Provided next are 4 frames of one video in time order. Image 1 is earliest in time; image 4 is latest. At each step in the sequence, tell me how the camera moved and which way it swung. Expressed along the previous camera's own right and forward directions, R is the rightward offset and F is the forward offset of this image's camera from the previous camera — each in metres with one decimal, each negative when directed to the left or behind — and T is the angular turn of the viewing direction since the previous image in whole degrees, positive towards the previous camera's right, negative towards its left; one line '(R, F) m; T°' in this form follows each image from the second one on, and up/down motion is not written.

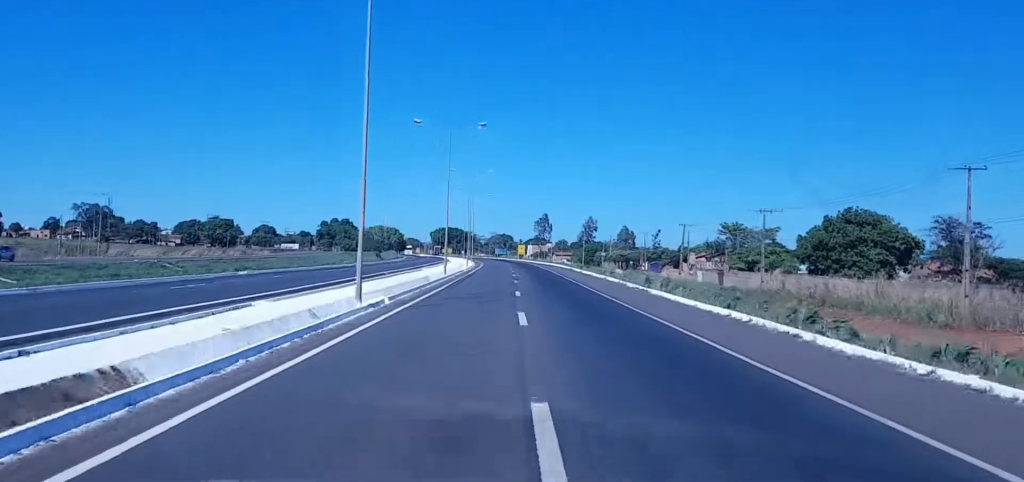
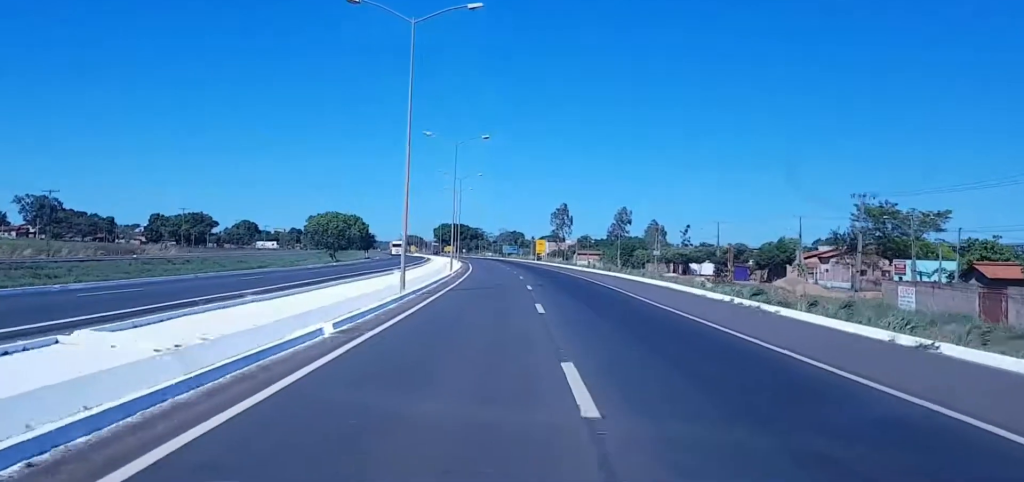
(-2.2, +76.2) m; -3°
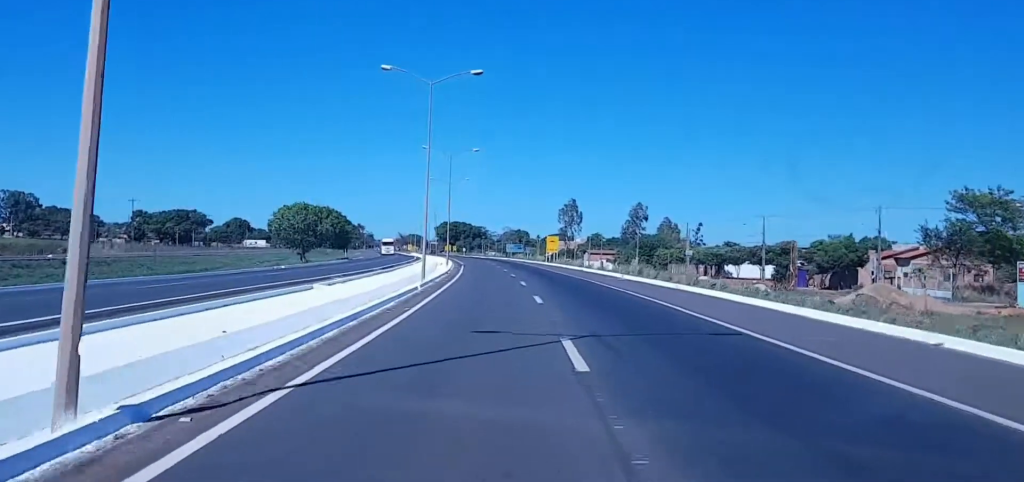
(-0.3, +28.3) m; -1°
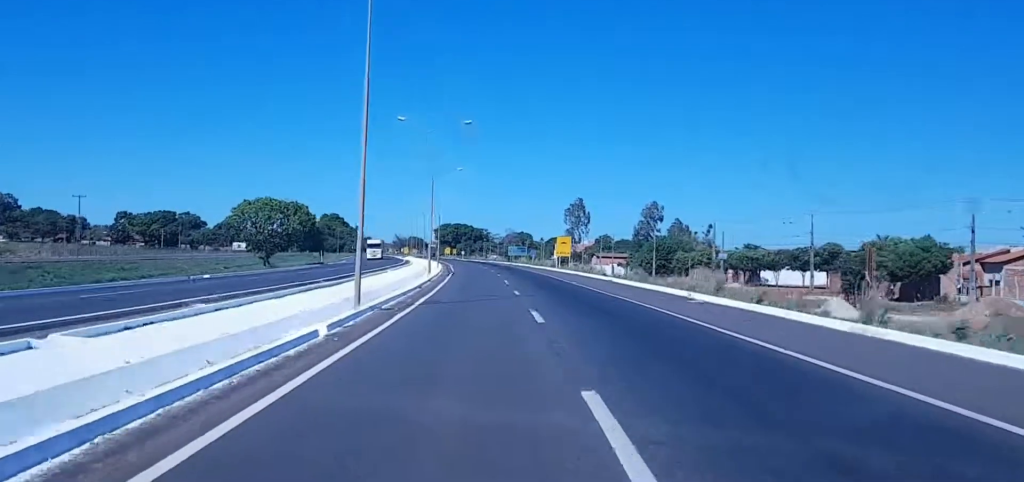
(0.0, +22.0) m; -2°
